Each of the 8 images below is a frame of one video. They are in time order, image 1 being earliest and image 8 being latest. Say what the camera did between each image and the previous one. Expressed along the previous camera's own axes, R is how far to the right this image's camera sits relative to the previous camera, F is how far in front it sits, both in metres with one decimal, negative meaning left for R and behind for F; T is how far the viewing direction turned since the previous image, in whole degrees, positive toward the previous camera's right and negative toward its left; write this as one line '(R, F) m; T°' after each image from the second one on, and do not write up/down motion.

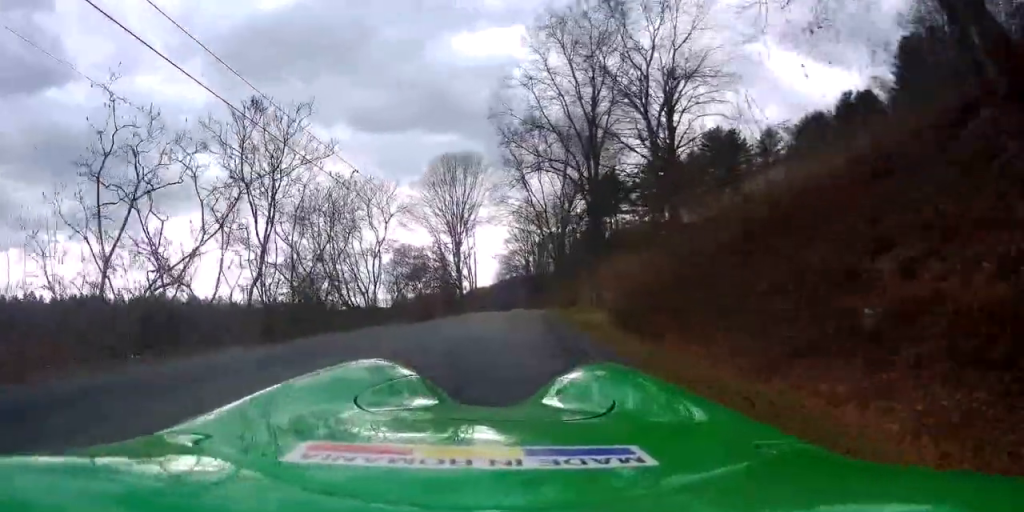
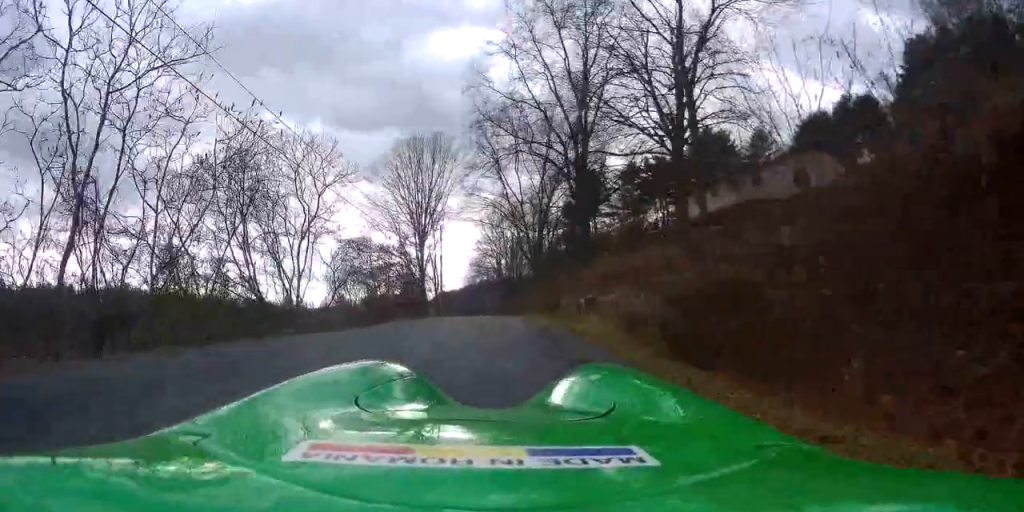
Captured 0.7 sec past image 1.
(0.0, +8.4) m; 0°
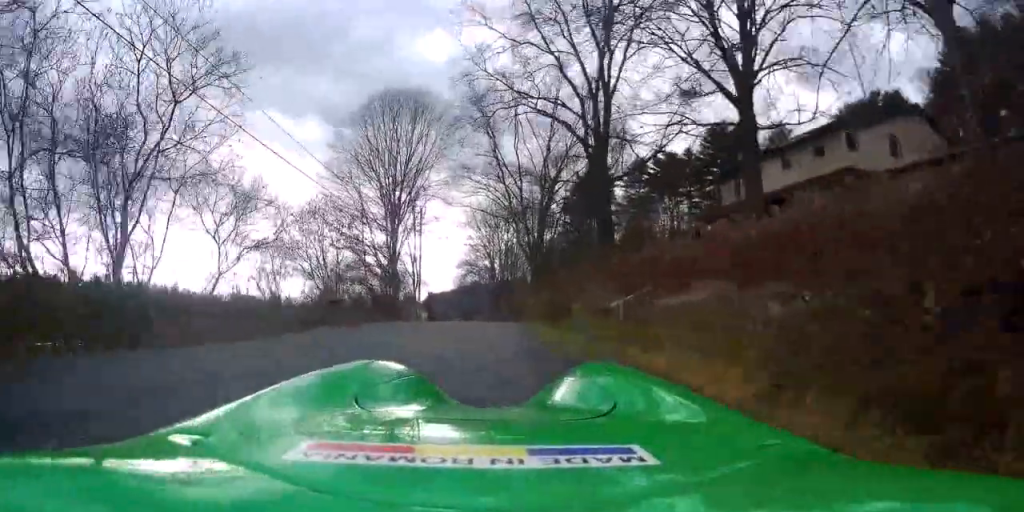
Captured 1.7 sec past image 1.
(0.0, +12.8) m; +2°
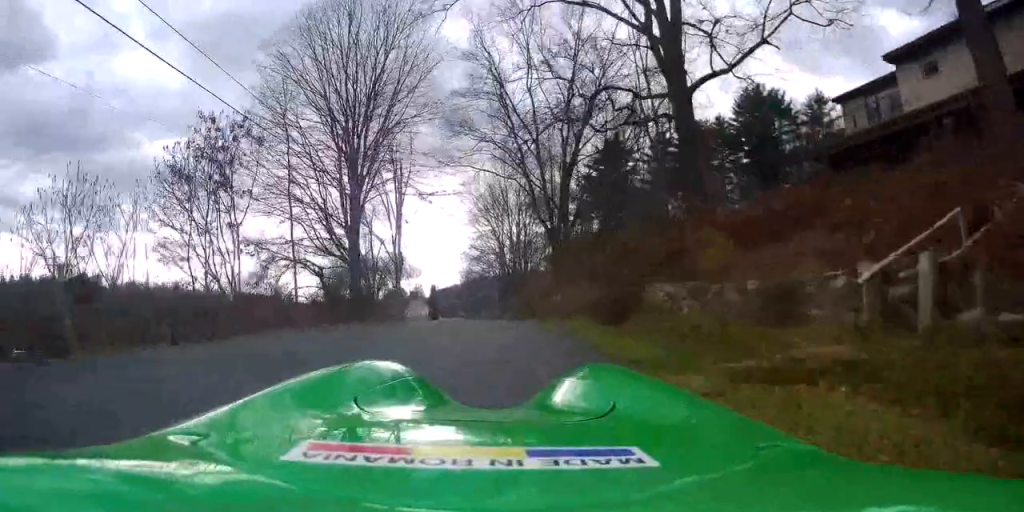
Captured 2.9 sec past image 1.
(+0.7, +15.7) m; +4°
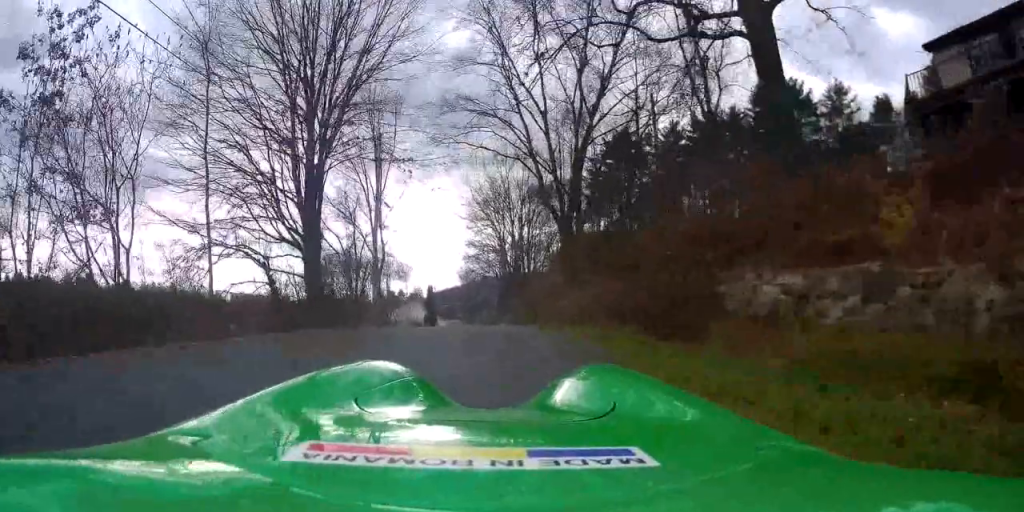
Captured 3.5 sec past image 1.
(0.0, +7.3) m; +4°
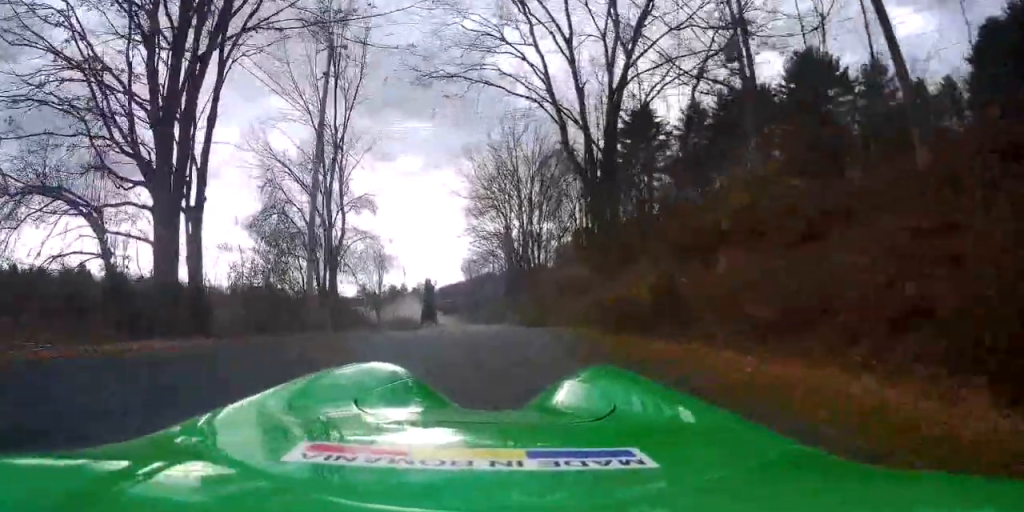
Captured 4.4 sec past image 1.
(+0.7, +9.8) m; 0°
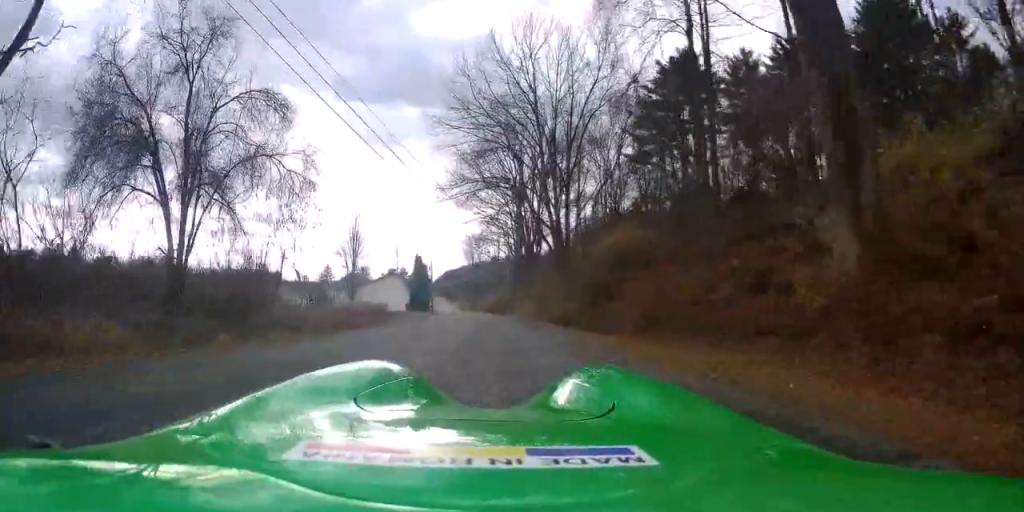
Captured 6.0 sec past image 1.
(-2.3, +19.7) m; -10°
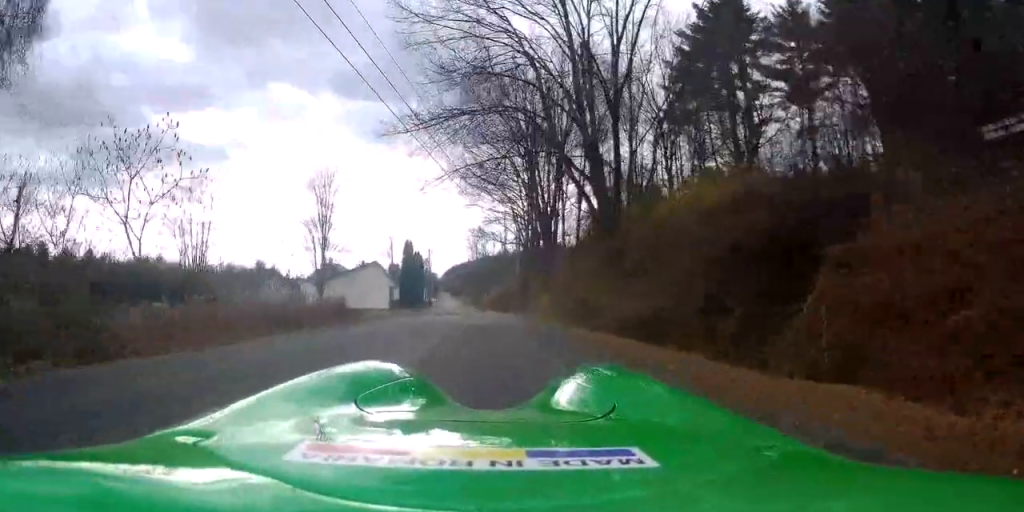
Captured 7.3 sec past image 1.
(+0.8, +16.6) m; +3°
